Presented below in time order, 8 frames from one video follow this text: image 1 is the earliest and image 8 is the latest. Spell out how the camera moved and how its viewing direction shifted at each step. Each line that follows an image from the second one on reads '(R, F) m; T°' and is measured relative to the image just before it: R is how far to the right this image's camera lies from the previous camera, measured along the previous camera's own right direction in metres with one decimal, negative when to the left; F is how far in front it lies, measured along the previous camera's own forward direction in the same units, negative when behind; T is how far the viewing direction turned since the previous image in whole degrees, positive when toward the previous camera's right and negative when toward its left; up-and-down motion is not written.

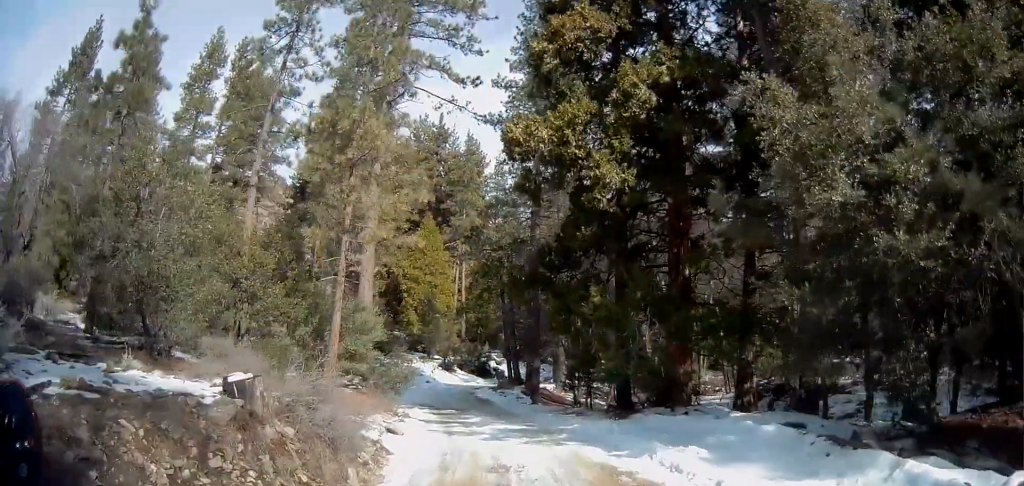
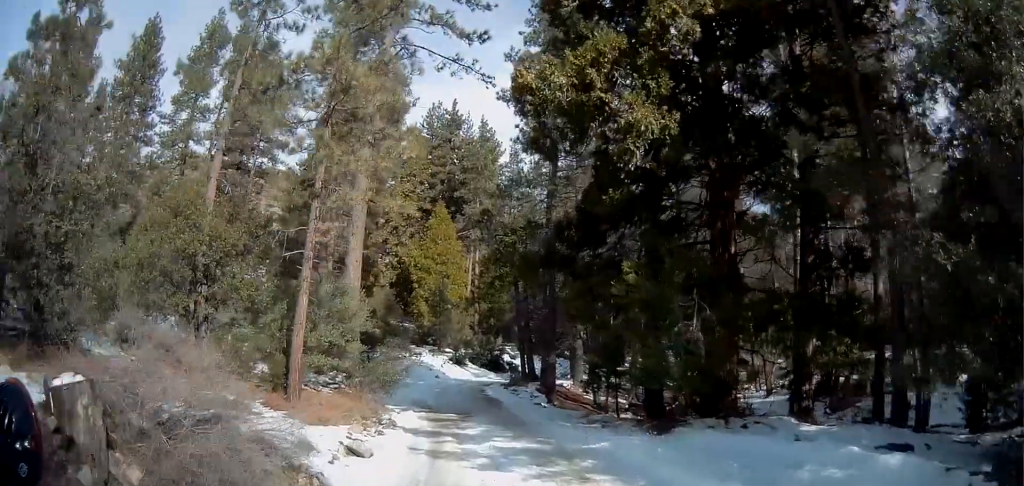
(-0.2, +3.3) m; -3°
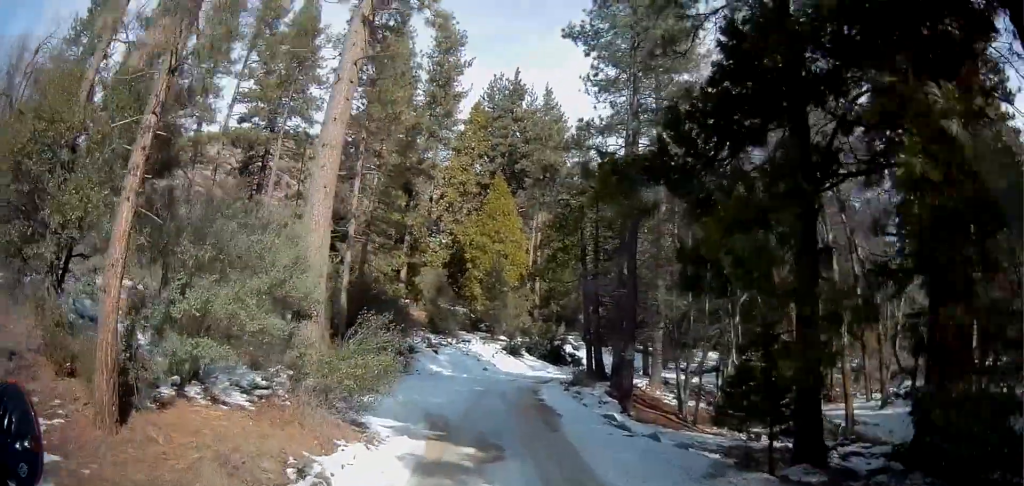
(-0.5, +8.2) m; -7°
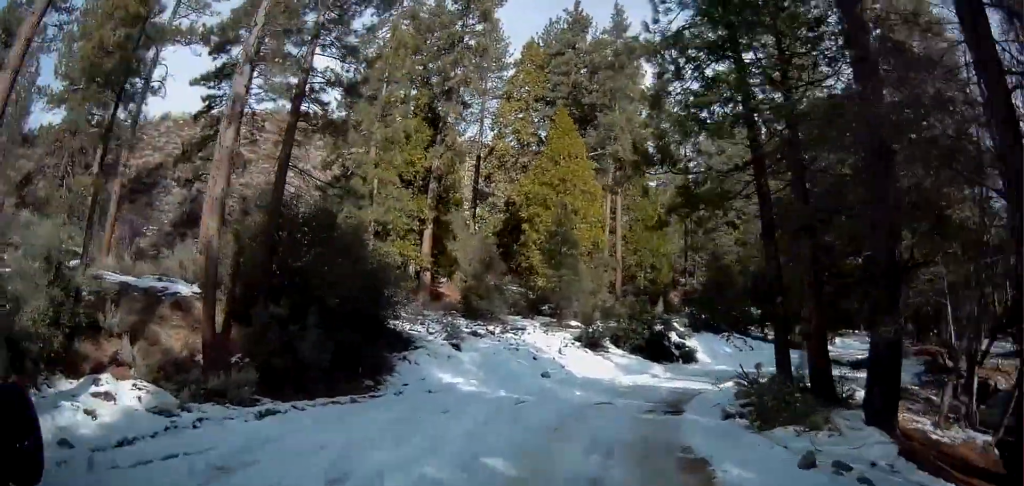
(+0.3, +19.5) m; -2°
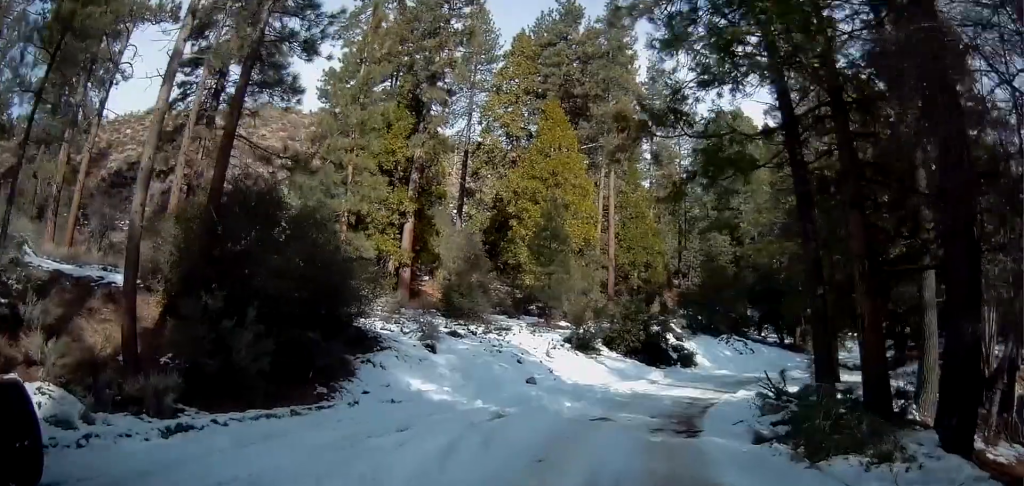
(-0.2, +3.0) m; -2°
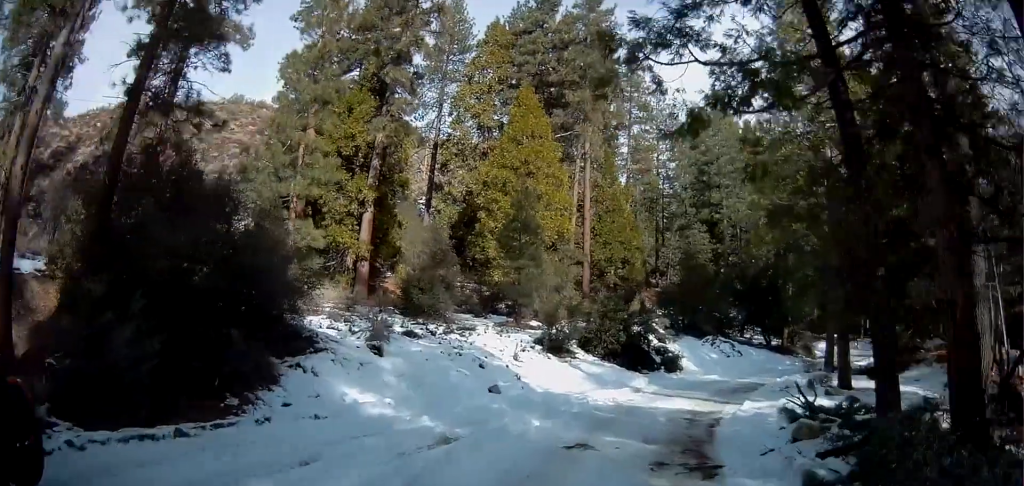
(0.0, +3.5) m; +2°
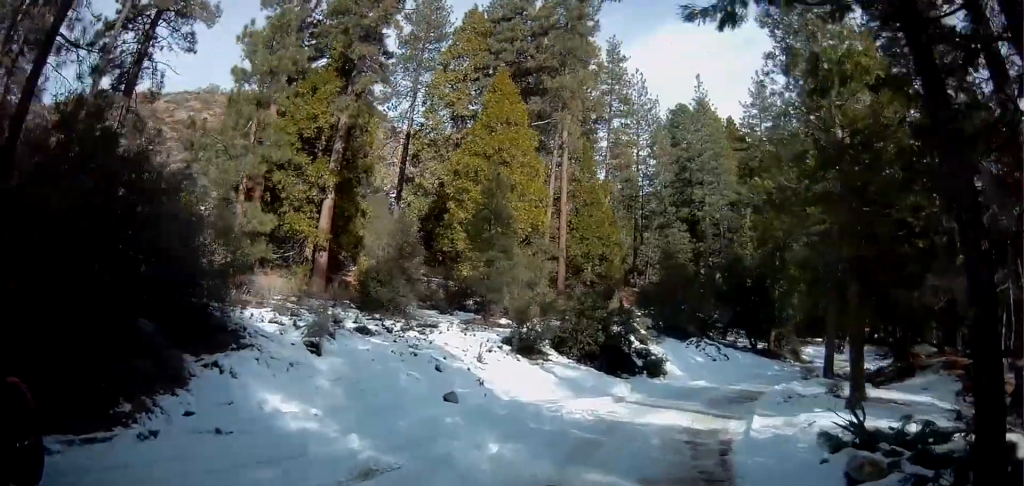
(-0.1, +3.1) m; +4°
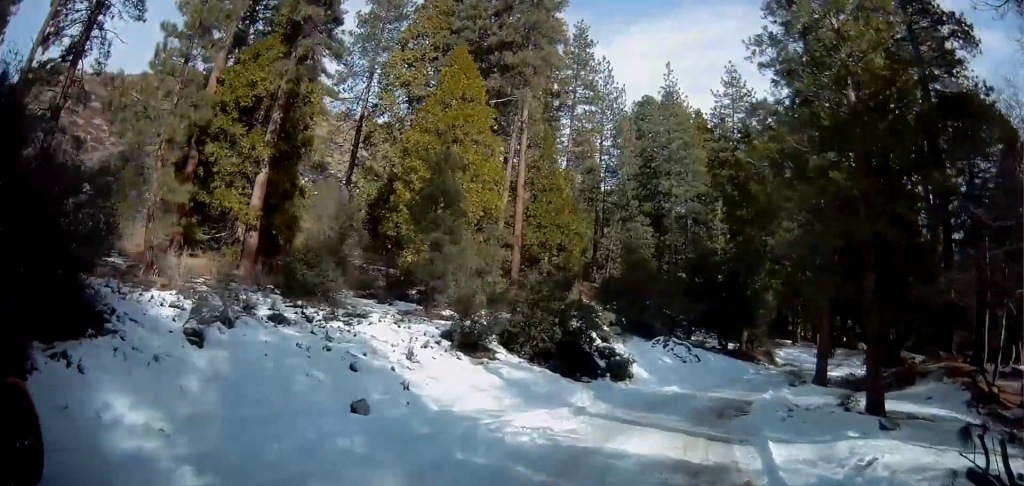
(+0.3, +3.9) m; +7°
